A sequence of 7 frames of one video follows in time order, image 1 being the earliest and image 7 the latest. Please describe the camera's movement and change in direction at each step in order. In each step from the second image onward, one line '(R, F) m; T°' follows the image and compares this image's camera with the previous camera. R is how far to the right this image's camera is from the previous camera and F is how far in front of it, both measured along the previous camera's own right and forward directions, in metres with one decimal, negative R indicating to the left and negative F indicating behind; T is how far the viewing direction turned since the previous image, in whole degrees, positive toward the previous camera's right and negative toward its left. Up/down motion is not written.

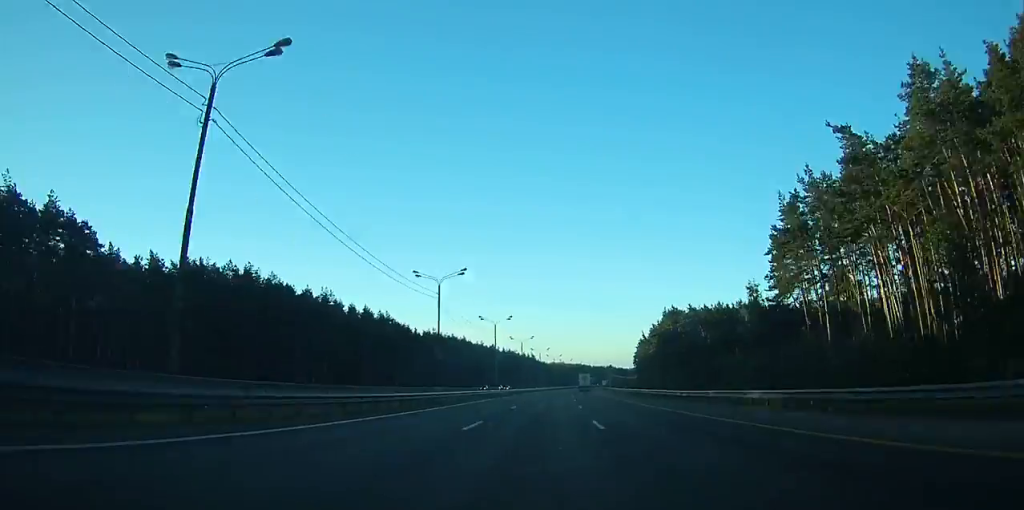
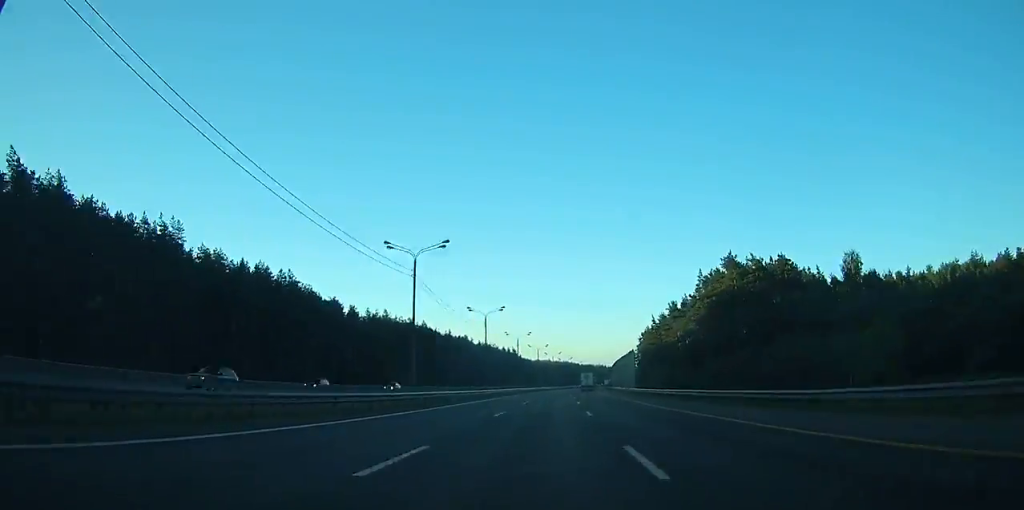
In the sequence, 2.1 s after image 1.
(+0.5, +63.0) m; +2°
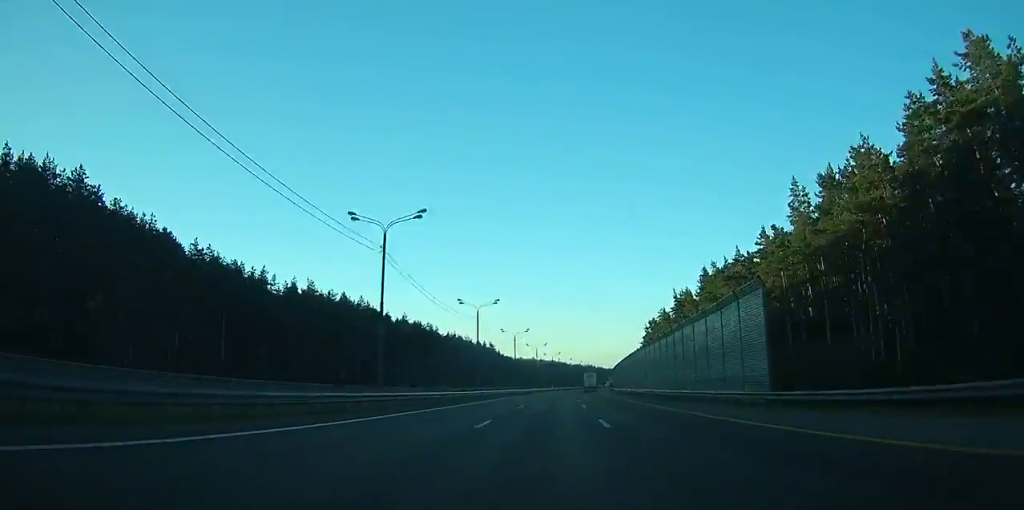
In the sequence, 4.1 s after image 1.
(+1.1, +59.8) m; +2°
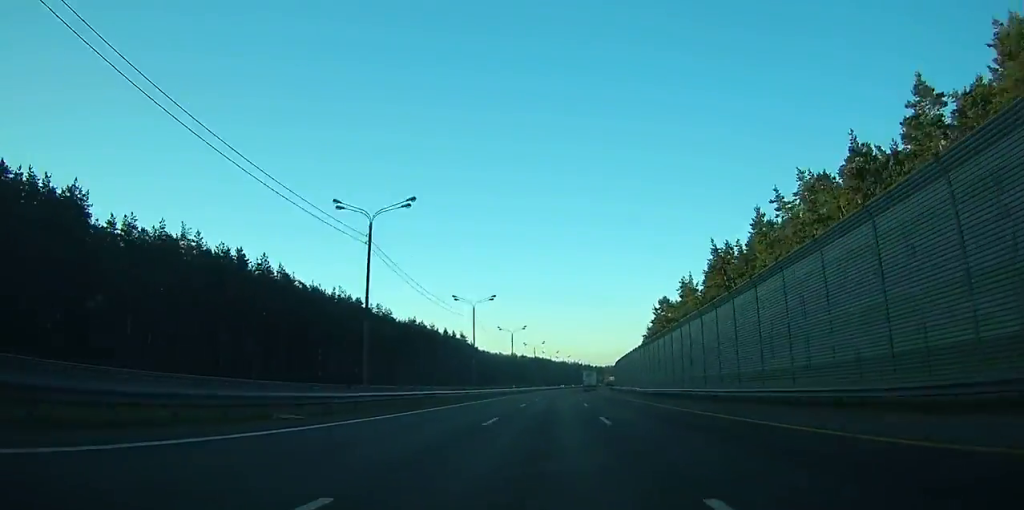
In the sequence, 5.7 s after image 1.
(+0.5, +49.0) m; +1°
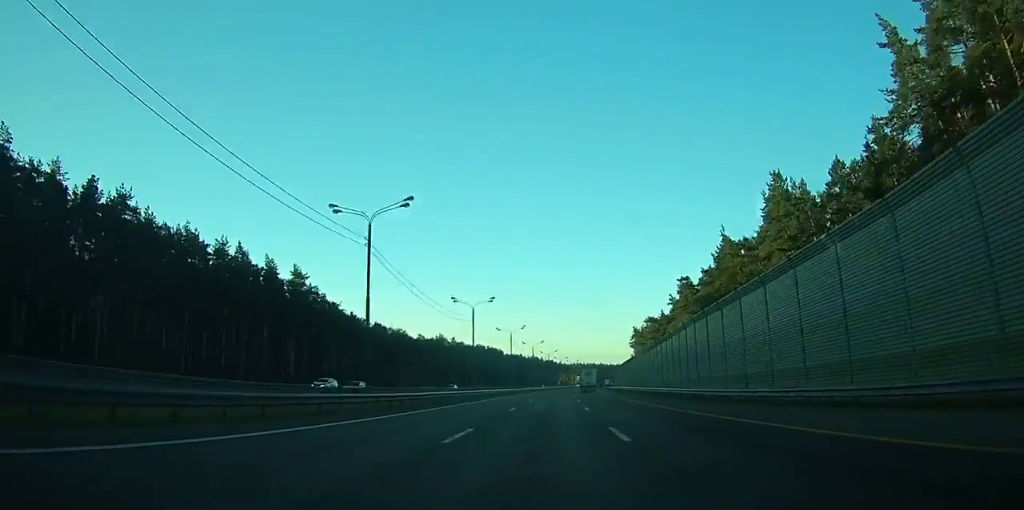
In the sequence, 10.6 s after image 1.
(+4.7, +134.1) m; +4°
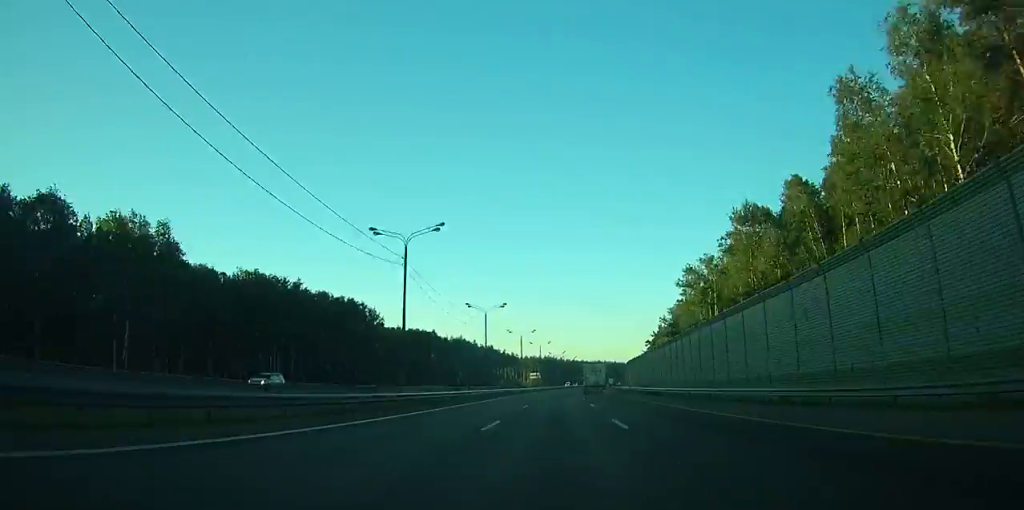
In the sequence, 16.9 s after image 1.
(+6.0, +151.9) m; +4°
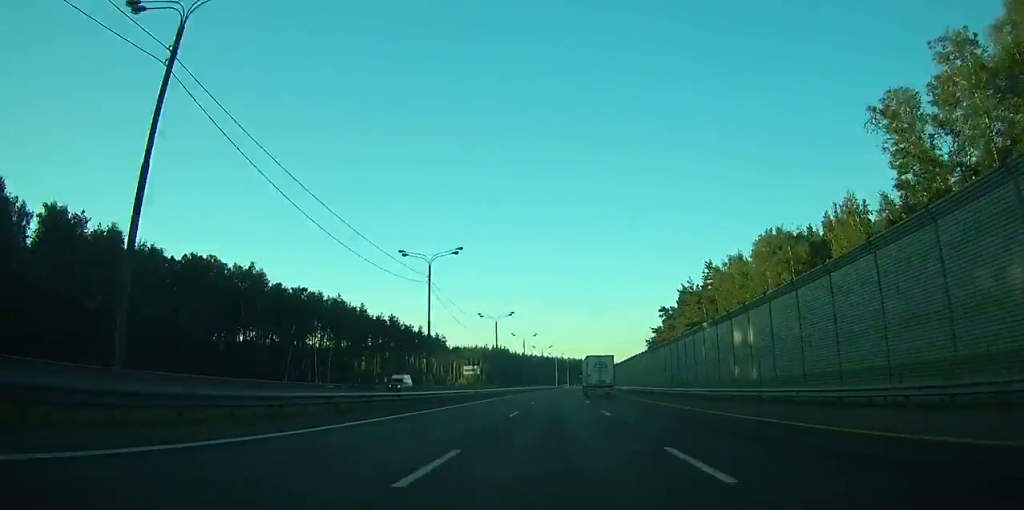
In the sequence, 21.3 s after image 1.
(+3.1, +106.8) m; +3°
